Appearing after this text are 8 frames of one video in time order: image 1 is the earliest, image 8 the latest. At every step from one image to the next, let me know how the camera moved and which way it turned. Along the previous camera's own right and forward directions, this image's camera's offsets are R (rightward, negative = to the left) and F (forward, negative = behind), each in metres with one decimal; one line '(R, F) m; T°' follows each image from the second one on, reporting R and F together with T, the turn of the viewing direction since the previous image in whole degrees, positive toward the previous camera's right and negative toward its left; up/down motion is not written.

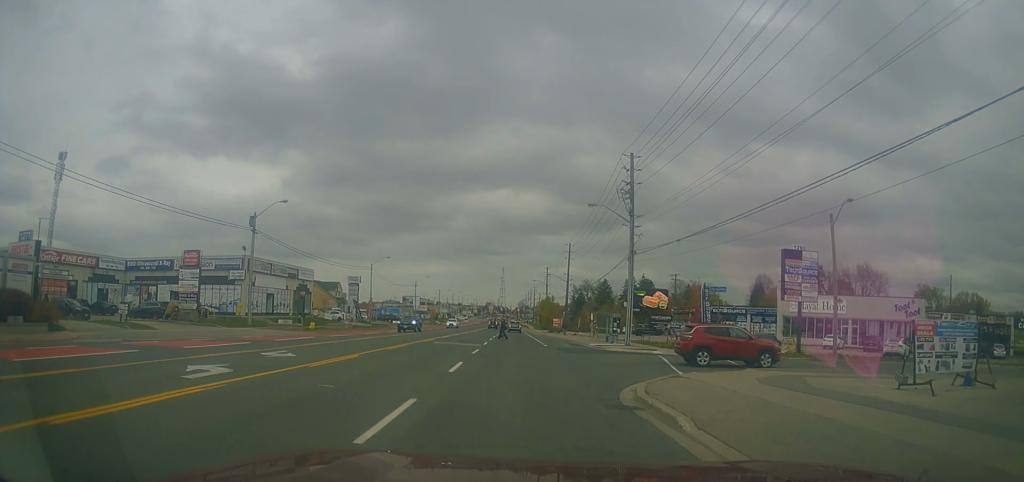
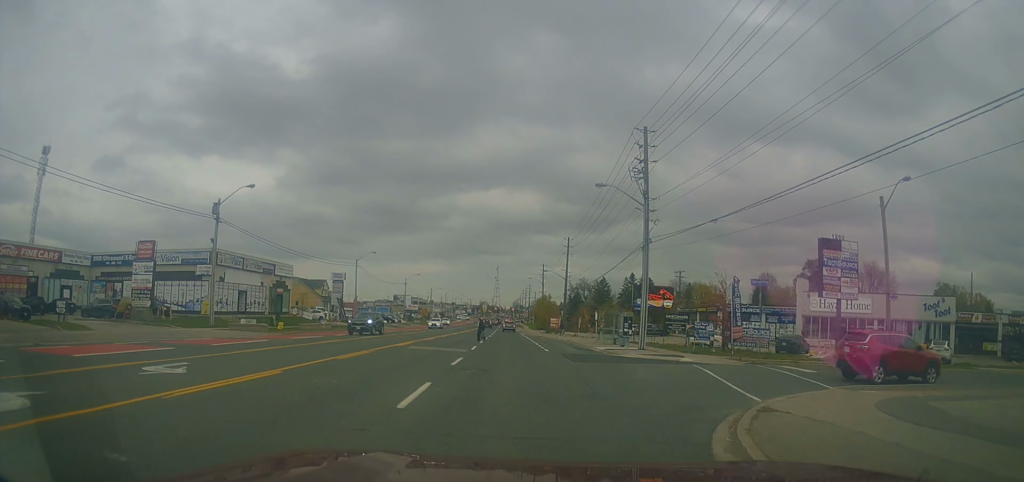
(0.0, +6.8) m; 0°
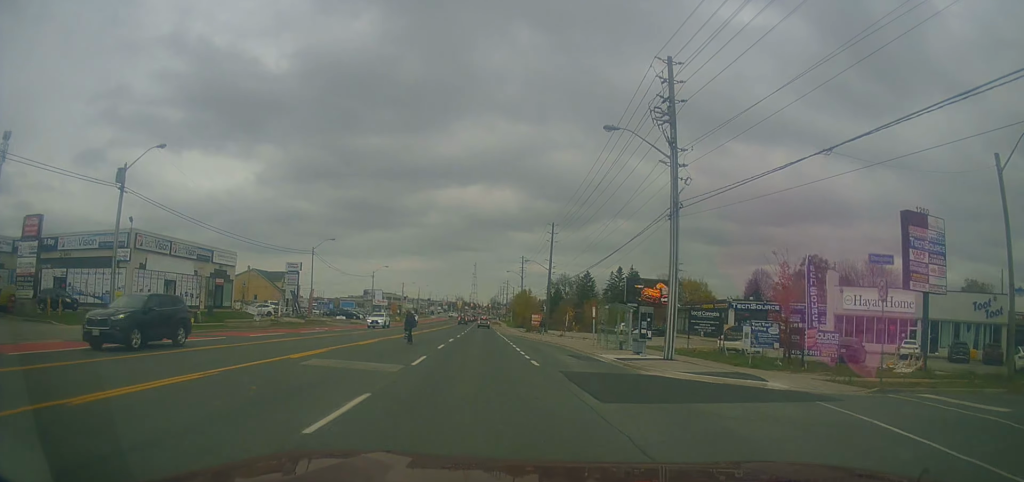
(0.0, +10.4) m; 0°
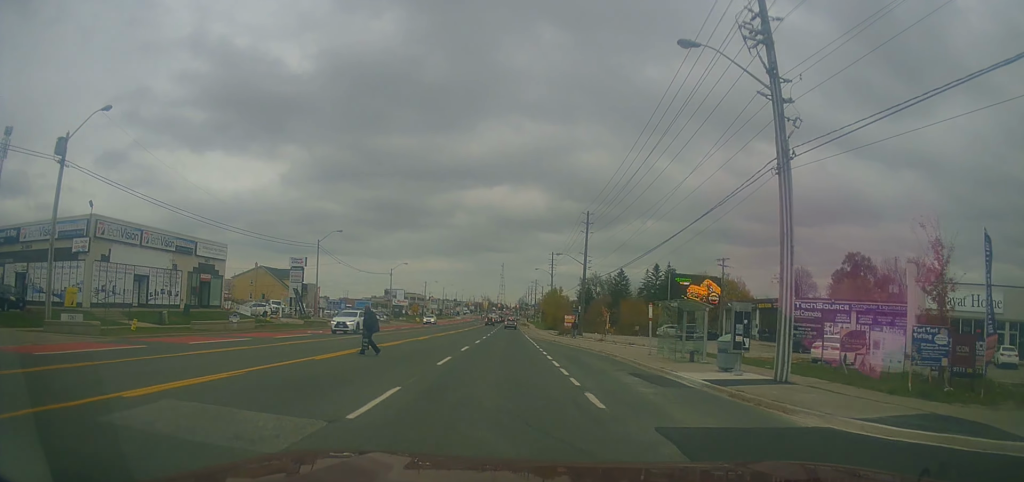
(-0.1, +7.9) m; -1°
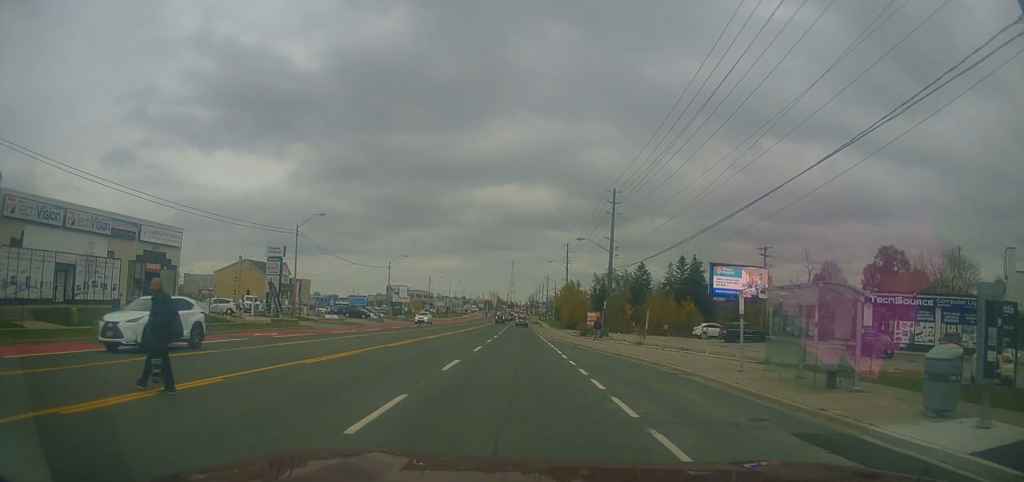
(0.0, +10.5) m; +1°
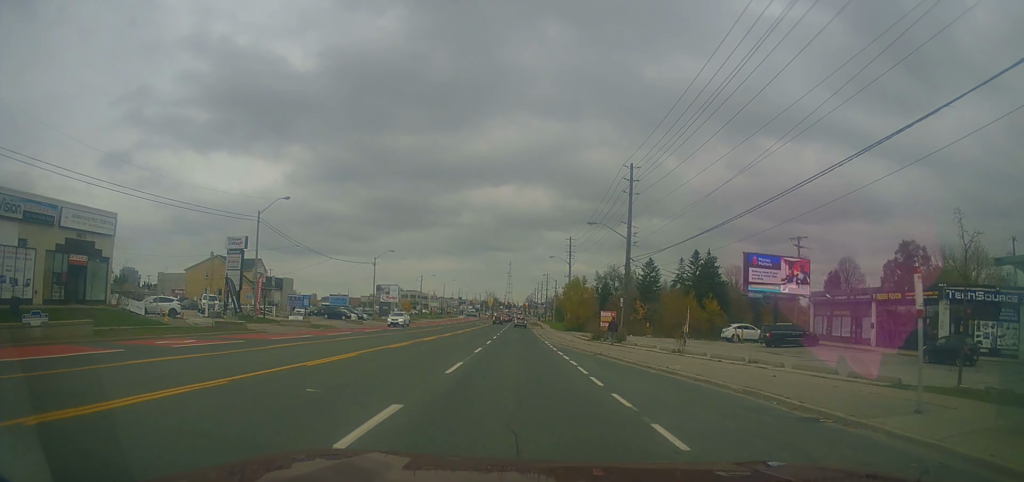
(+0.2, +10.0) m; +1°
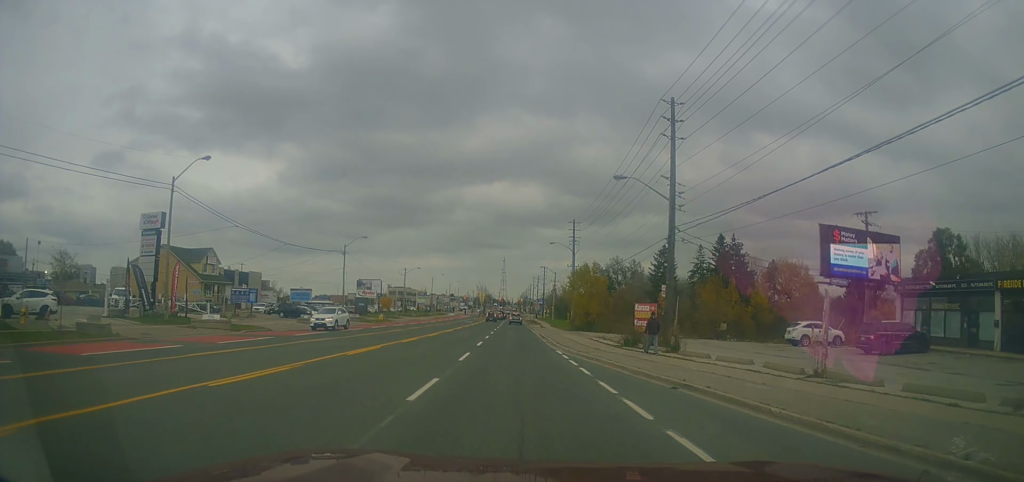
(0.0, +16.3) m; -1°
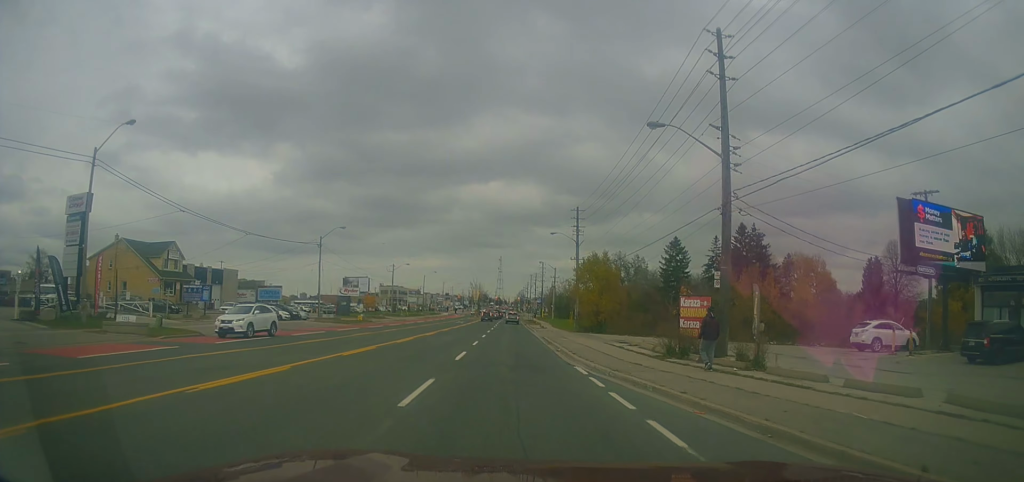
(-0.1, +9.6) m; 0°
